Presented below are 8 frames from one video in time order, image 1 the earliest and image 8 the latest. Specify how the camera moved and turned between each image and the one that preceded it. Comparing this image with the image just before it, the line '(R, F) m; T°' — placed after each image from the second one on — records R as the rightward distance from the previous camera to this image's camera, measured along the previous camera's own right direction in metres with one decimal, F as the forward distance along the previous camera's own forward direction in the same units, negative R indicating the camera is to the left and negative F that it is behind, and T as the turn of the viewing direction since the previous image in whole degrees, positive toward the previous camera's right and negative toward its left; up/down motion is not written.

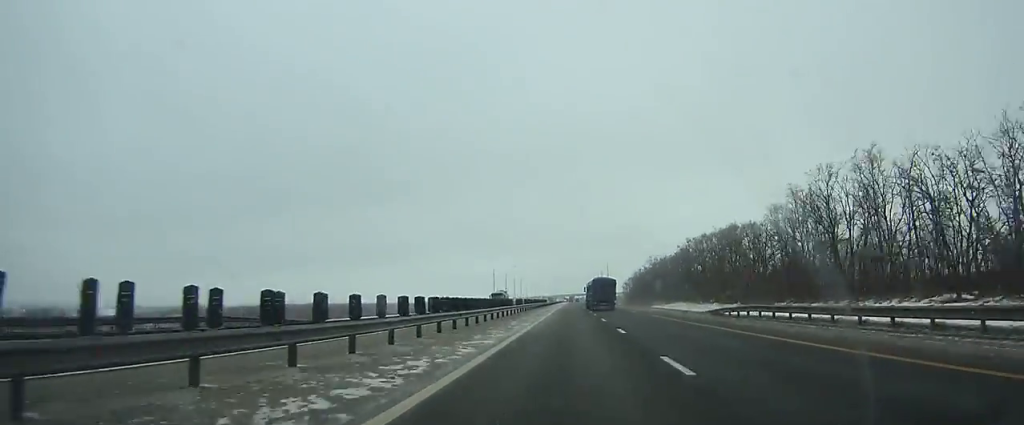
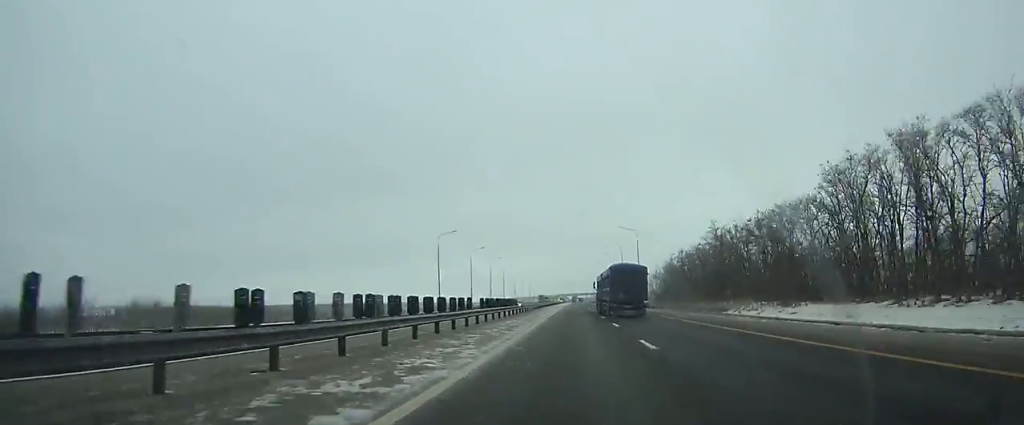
(-0.1, +69.0) m; 0°
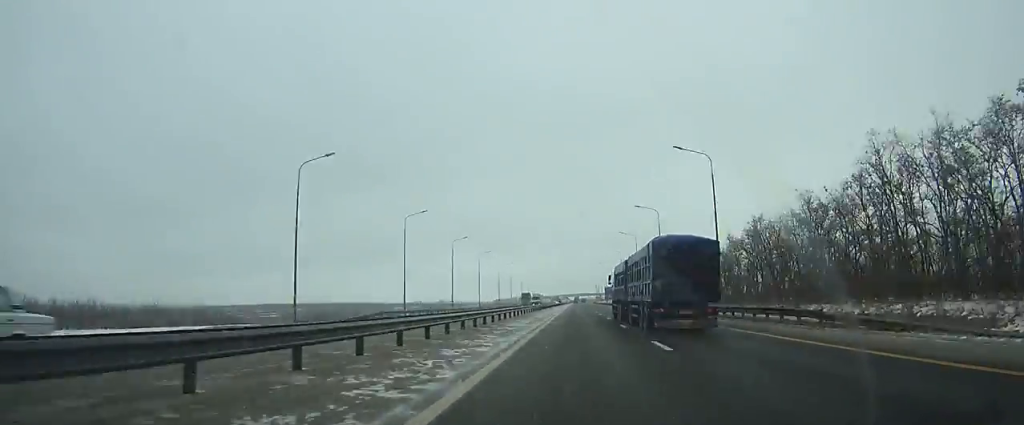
(0.0, +48.8) m; 0°
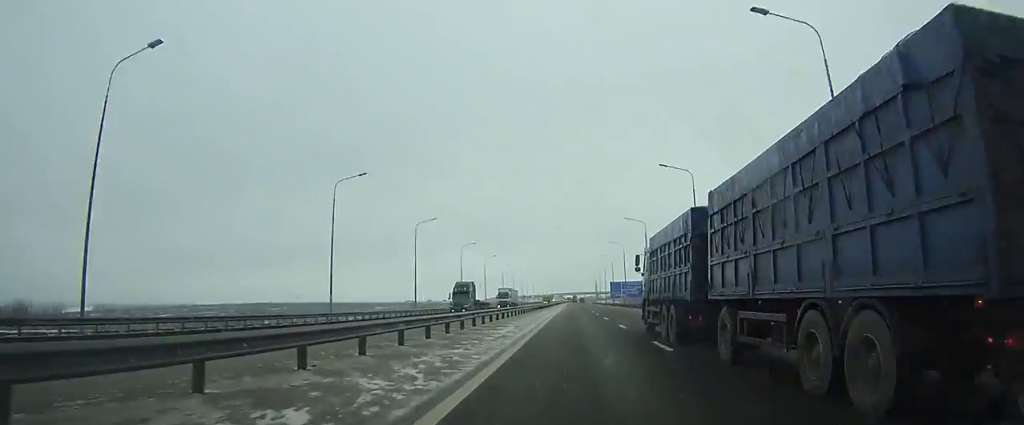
(0.0, +49.4) m; 0°
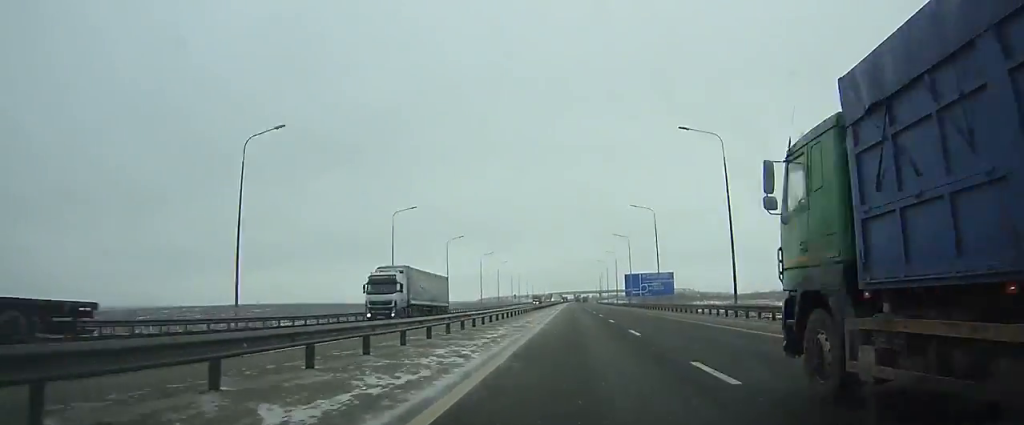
(-0.1, +42.9) m; 0°
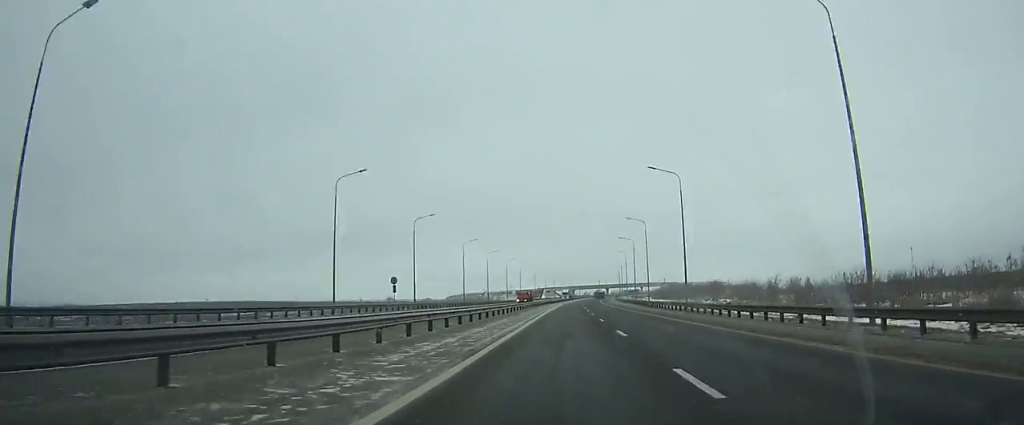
(+1.3, +148.5) m; +1°
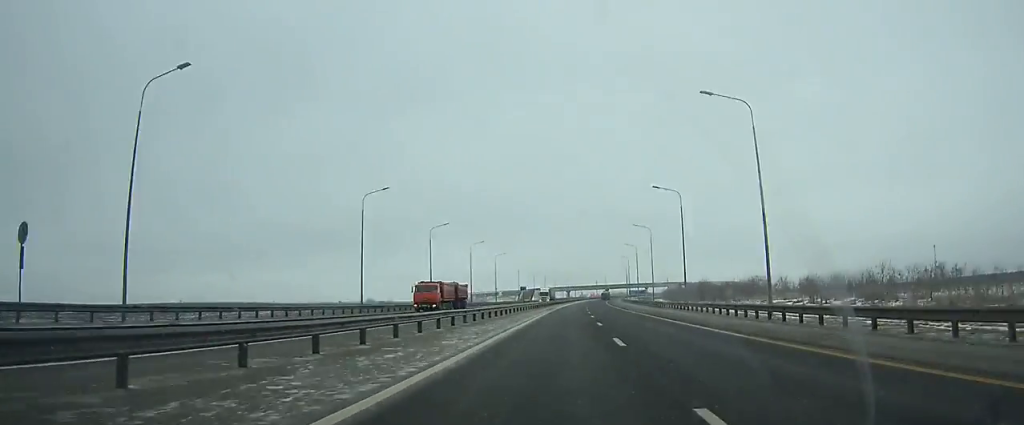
(-0.2, +54.2) m; +1°
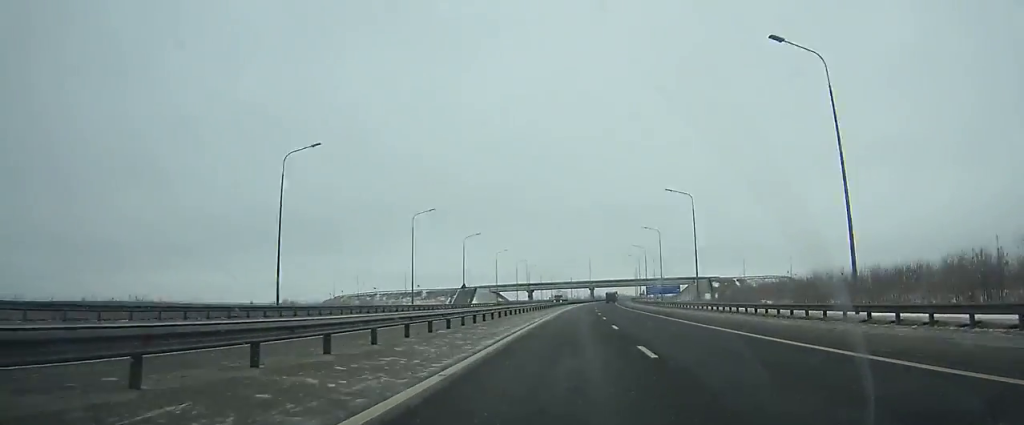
(+3.9, +139.3) m; +3°
